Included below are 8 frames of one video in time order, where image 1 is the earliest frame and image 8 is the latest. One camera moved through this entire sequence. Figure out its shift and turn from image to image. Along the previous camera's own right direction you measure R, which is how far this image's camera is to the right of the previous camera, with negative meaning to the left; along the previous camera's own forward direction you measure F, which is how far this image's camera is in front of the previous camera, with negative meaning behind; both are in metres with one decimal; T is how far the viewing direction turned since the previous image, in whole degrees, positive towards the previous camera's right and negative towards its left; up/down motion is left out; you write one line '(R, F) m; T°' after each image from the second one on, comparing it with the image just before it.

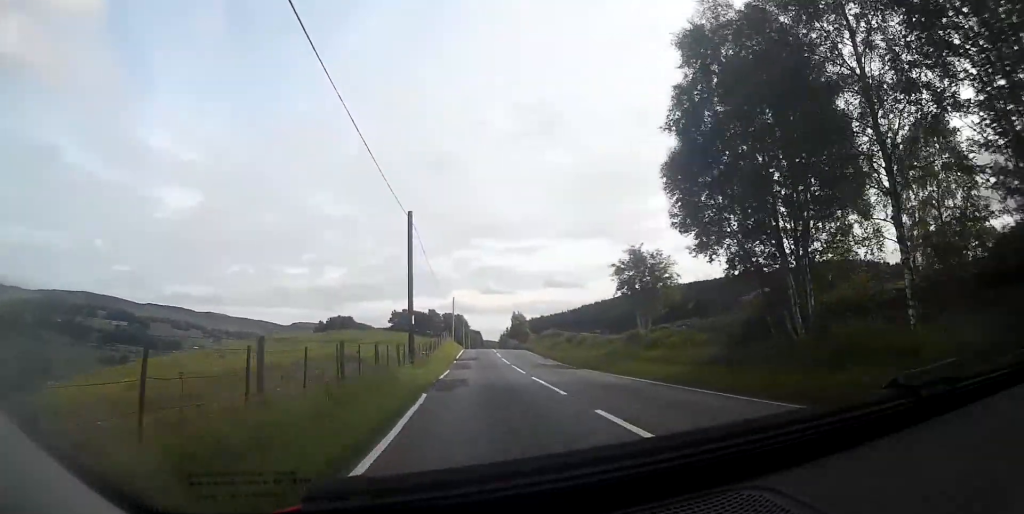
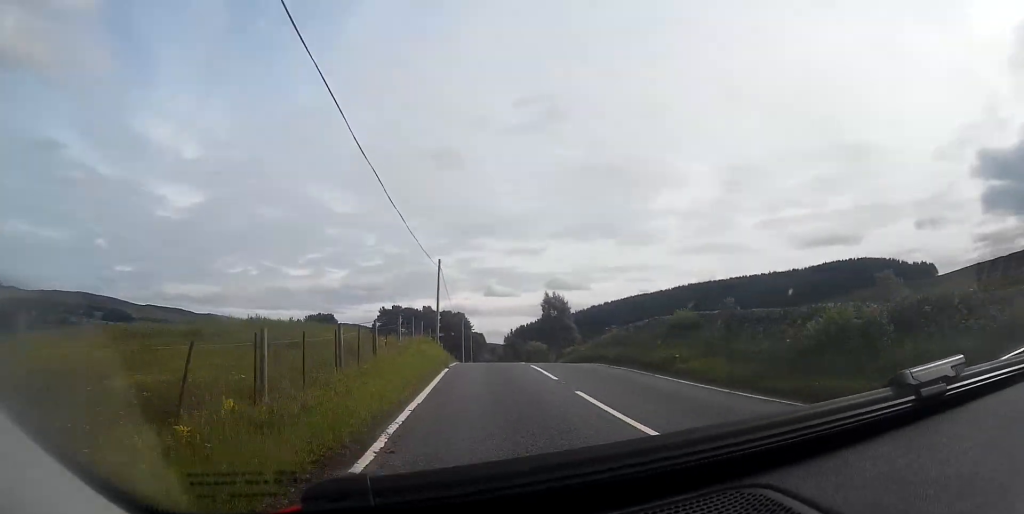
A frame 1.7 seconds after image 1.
(-0.3, +34.2) m; -1°
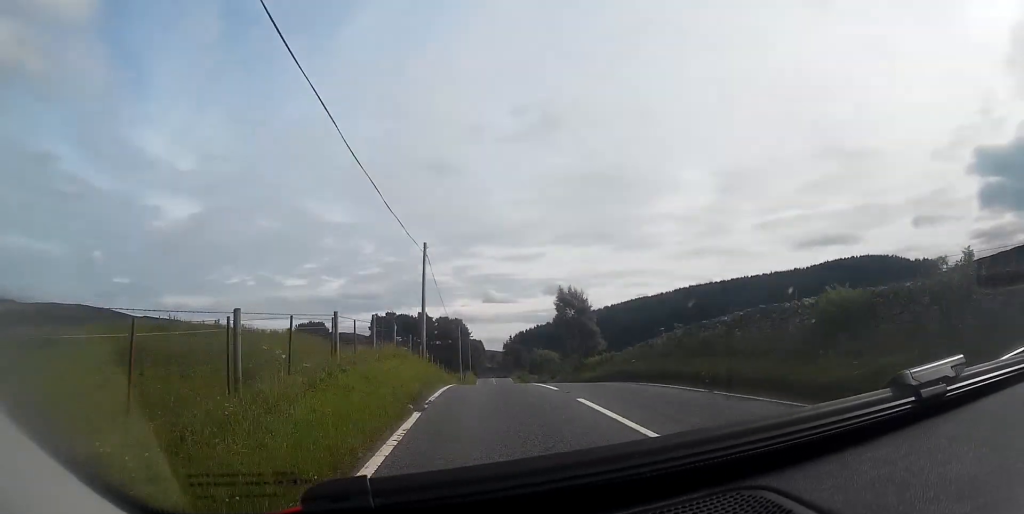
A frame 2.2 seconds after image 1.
(0.0, +9.2) m; 0°
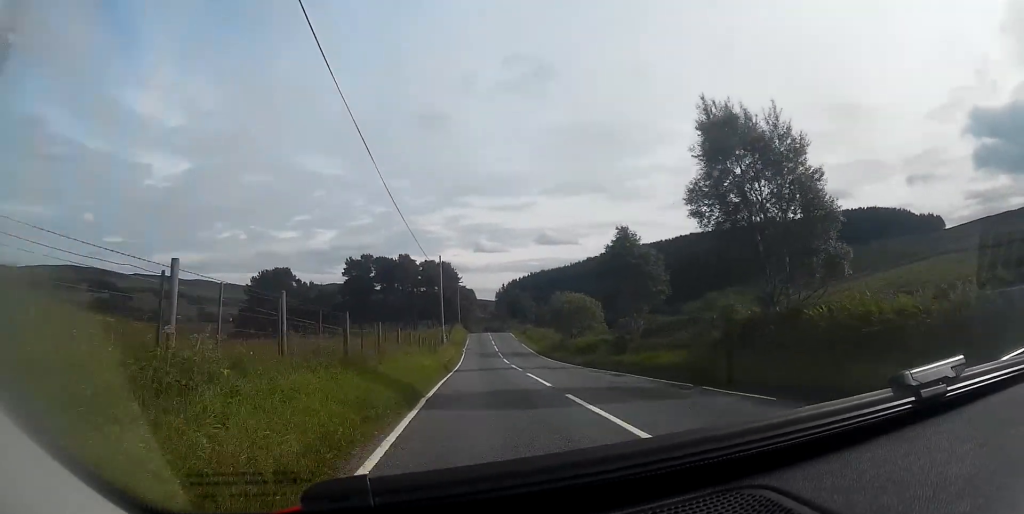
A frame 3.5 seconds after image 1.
(+0.3, +26.6) m; +1°
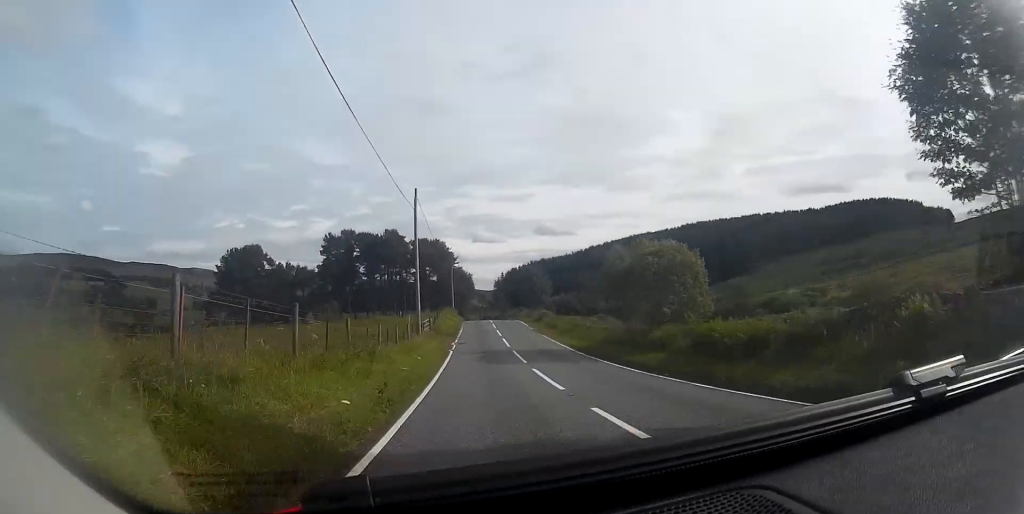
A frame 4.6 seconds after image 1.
(0.0, +20.6) m; +1°
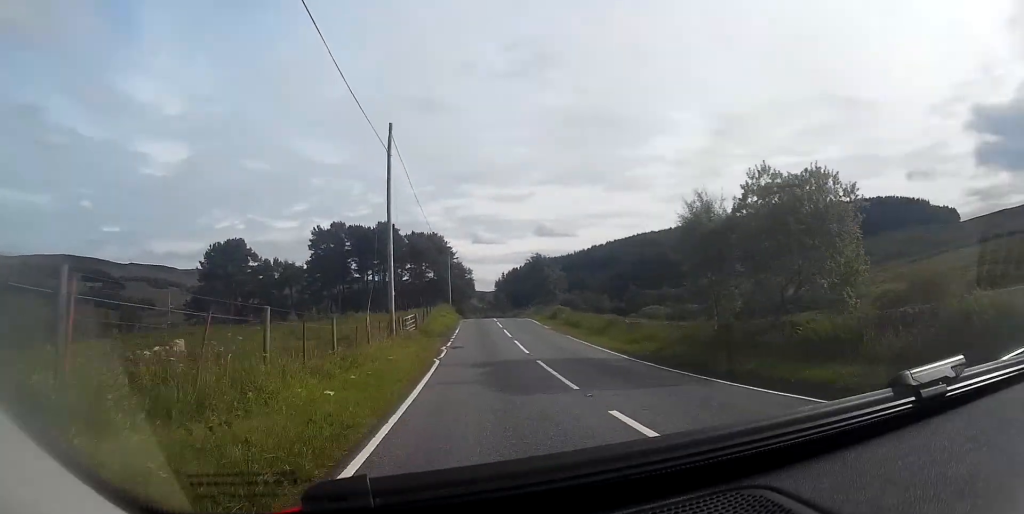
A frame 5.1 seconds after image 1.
(+0.1, +9.9) m; 0°
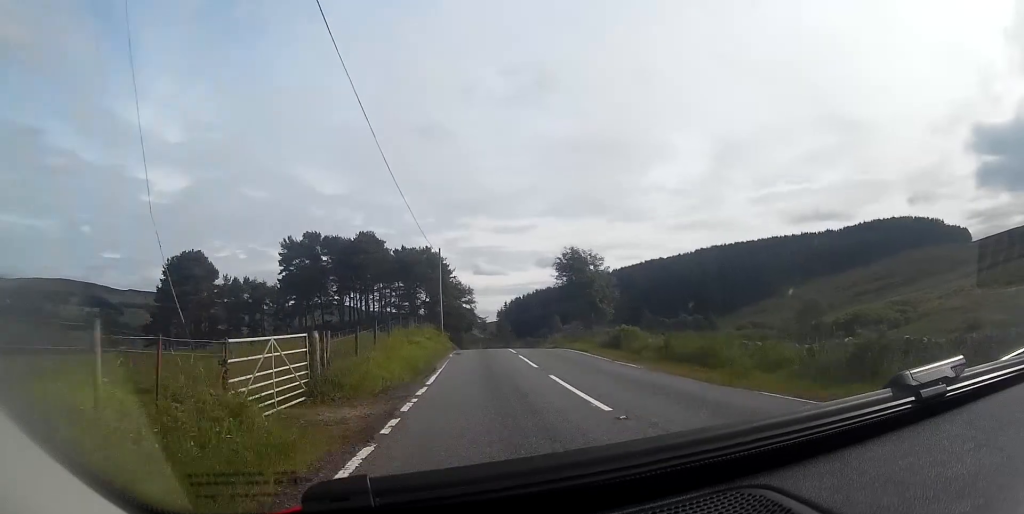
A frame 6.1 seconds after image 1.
(0.0, +19.8) m; 0°
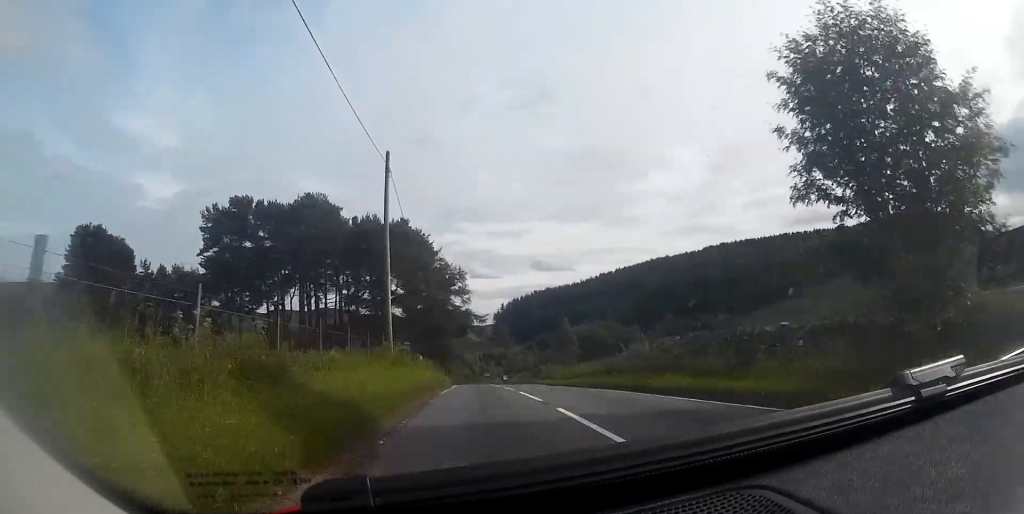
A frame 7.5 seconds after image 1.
(-0.1, +29.5) m; 0°
